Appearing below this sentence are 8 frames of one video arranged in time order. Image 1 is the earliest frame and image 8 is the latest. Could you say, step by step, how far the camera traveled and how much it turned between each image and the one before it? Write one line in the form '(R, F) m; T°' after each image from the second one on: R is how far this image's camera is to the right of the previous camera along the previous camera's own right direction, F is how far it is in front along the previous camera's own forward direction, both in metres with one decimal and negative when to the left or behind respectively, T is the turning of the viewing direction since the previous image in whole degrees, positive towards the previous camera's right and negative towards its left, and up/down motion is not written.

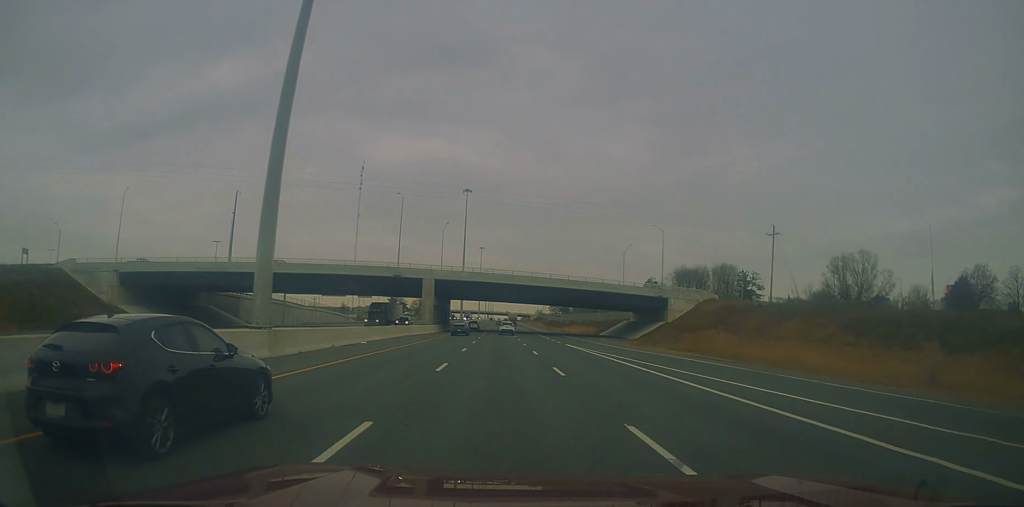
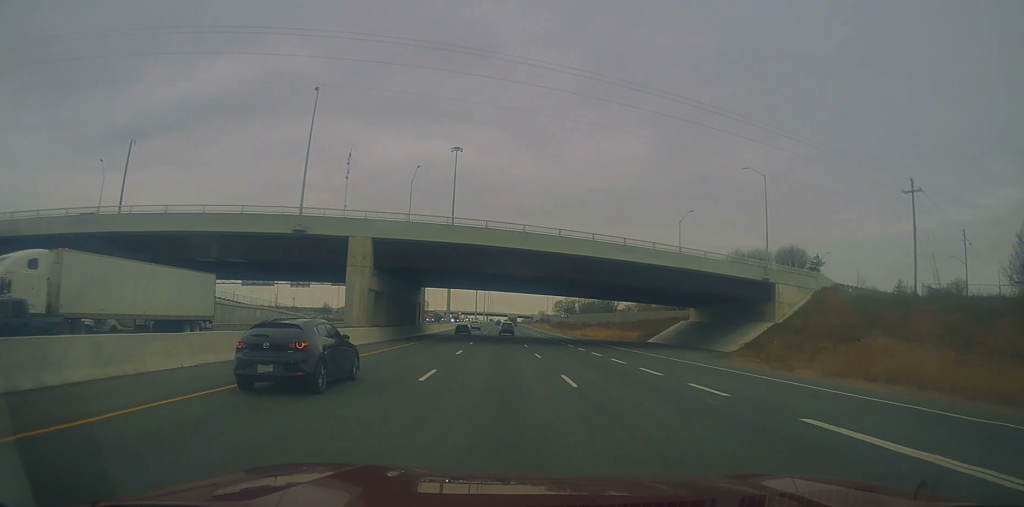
(-0.3, +39.5) m; -1°
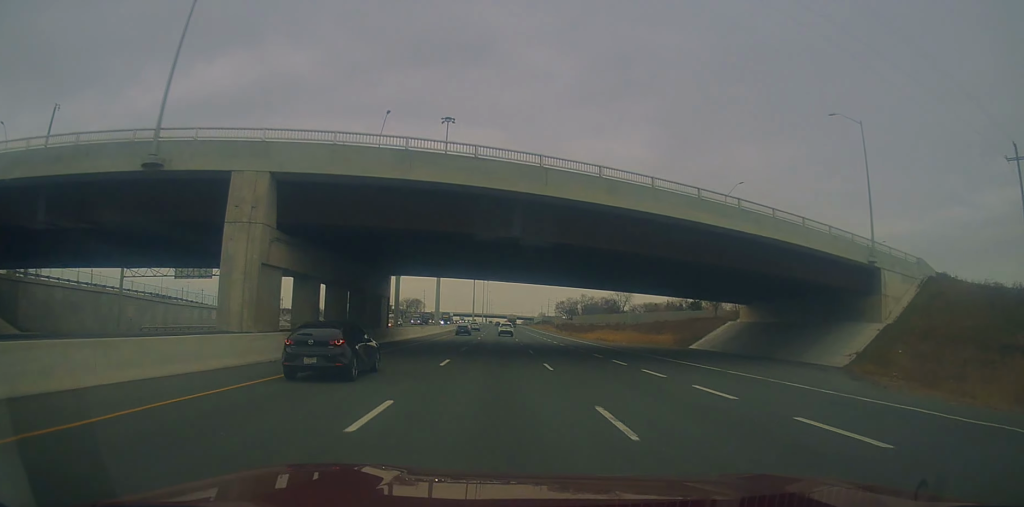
(0.0, +18.9) m; 0°
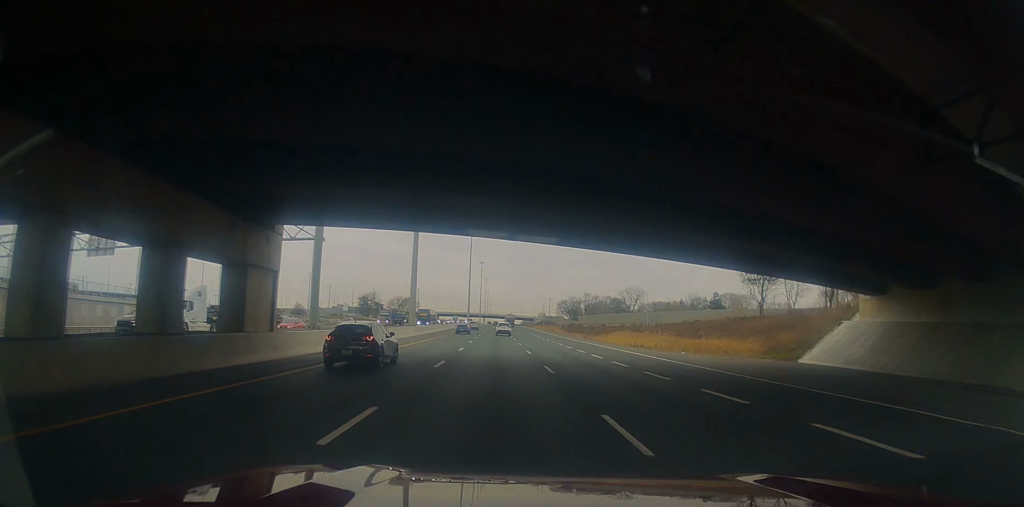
(0.0, +25.2) m; 0°
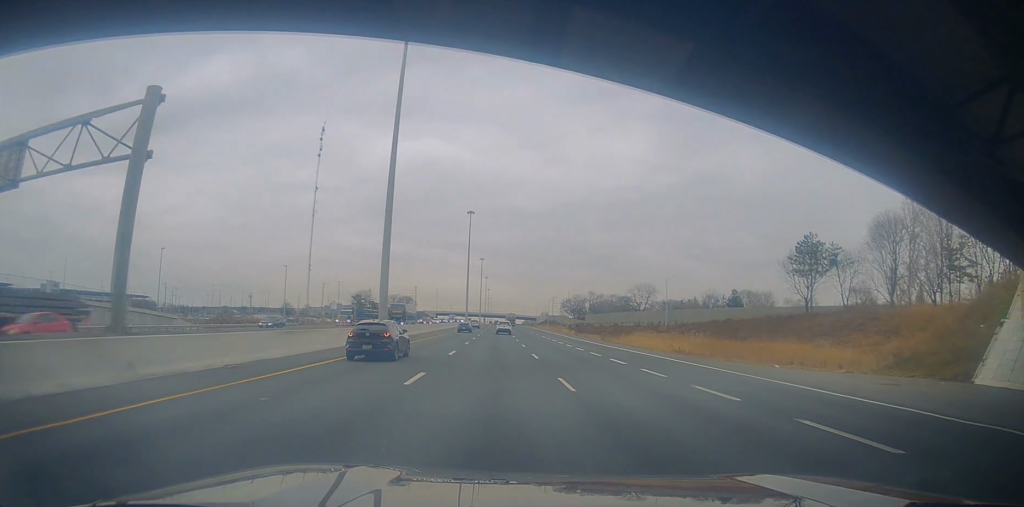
(-0.1, +17.9) m; +1°
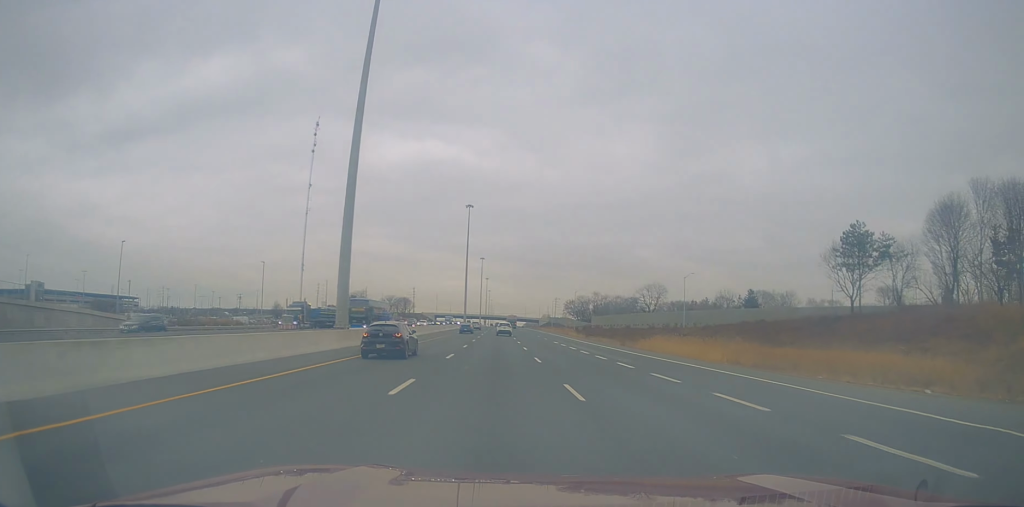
(+0.1, +13.8) m; 0°
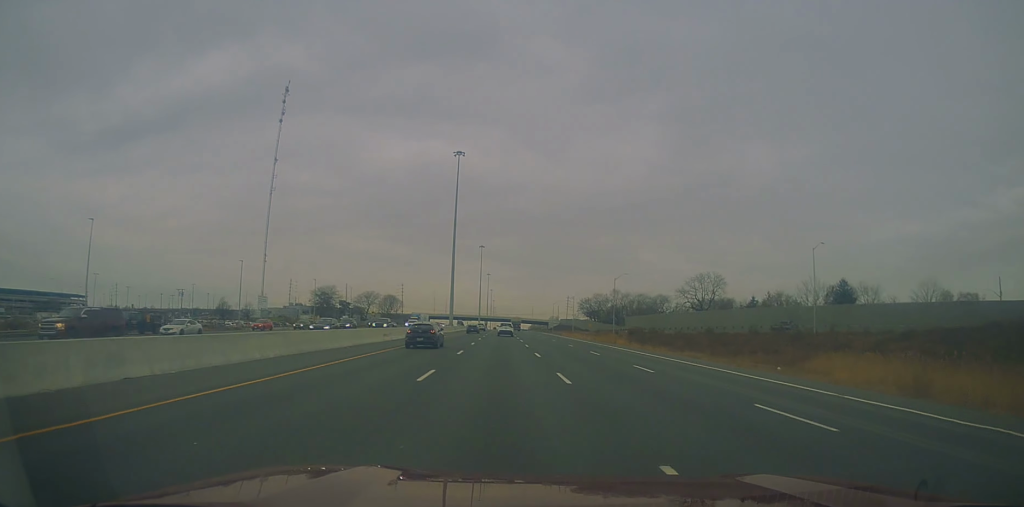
(-0.2, +57.7) m; 0°
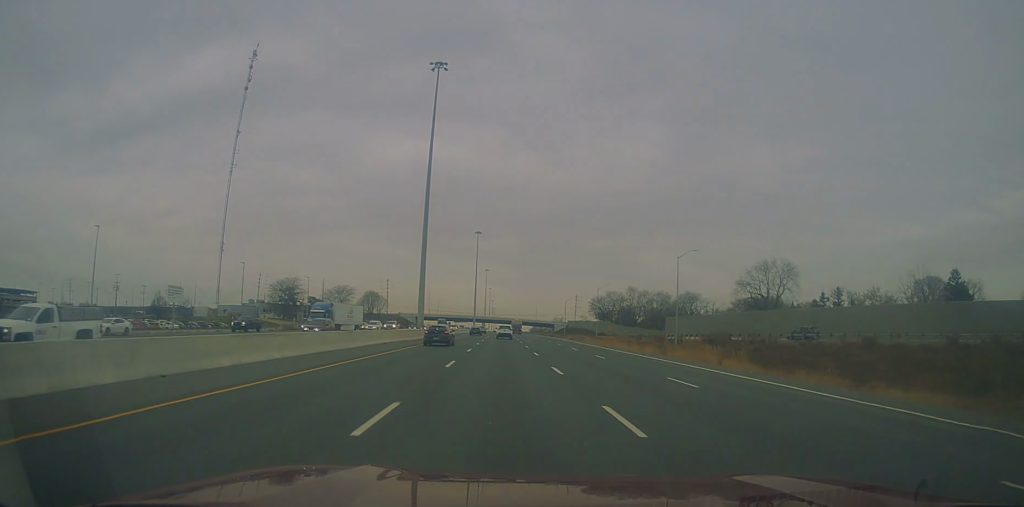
(-0.2, +44.1) m; -1°
